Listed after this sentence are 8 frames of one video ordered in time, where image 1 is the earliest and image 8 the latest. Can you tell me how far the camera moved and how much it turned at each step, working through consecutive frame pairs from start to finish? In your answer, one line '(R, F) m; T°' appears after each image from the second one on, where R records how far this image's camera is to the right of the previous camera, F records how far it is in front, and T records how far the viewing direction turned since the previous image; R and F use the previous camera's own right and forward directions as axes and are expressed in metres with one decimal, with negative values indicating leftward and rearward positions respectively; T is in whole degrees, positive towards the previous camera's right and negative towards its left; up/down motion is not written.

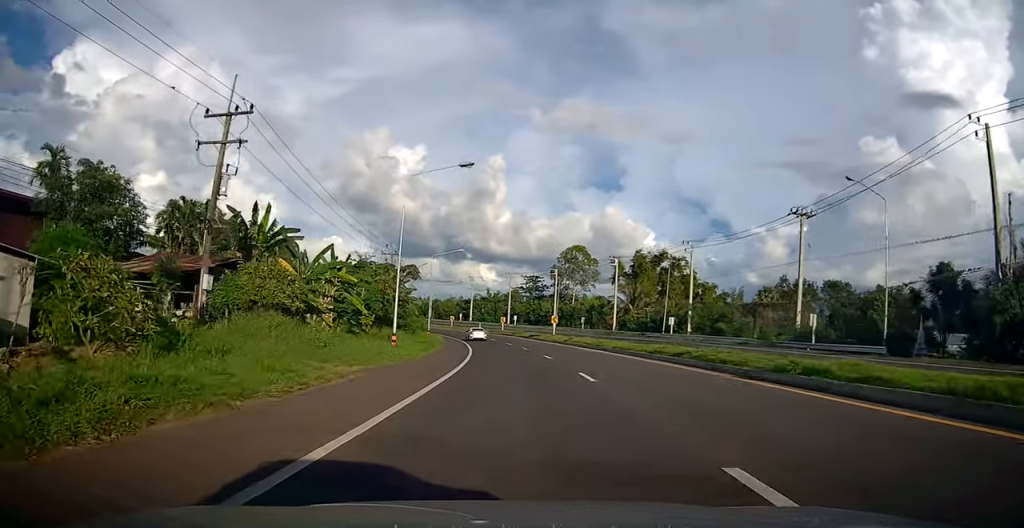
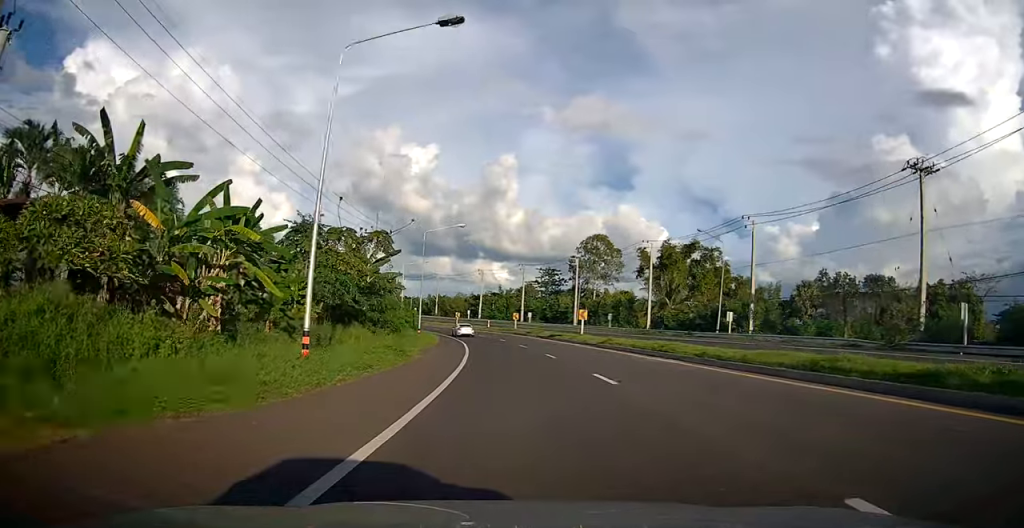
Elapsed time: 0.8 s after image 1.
(-0.2, +13.3) m; -1°
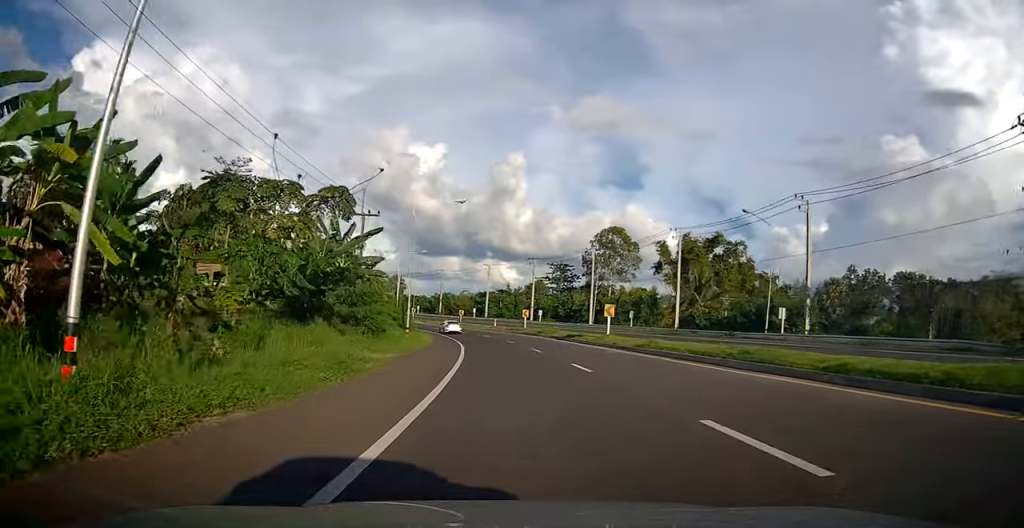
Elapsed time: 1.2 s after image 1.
(-0.1, +8.4) m; -1°
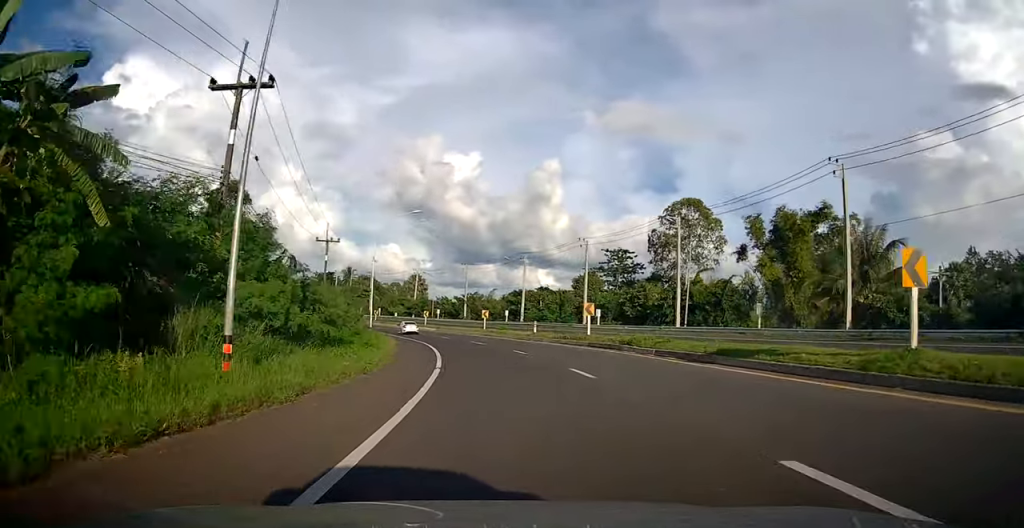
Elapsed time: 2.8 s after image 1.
(-0.8, +26.5) m; -5°
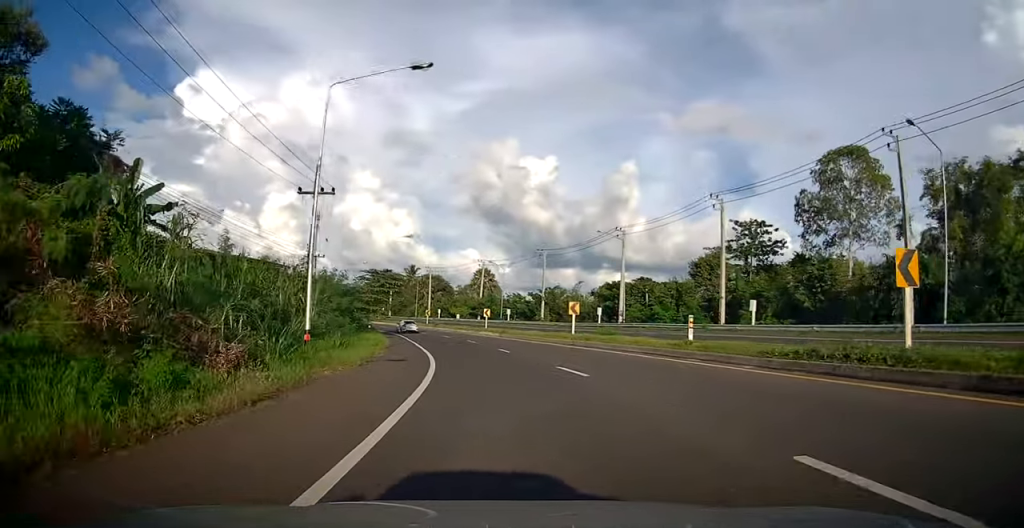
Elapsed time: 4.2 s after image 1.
(-1.4, +23.7) m; -8°
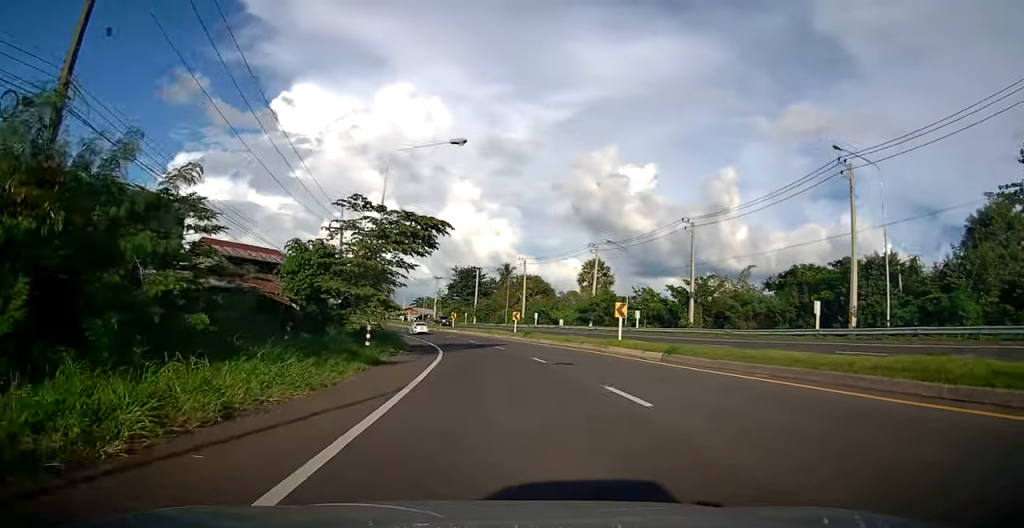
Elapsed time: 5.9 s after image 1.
(-3.0, +28.4) m; -11°
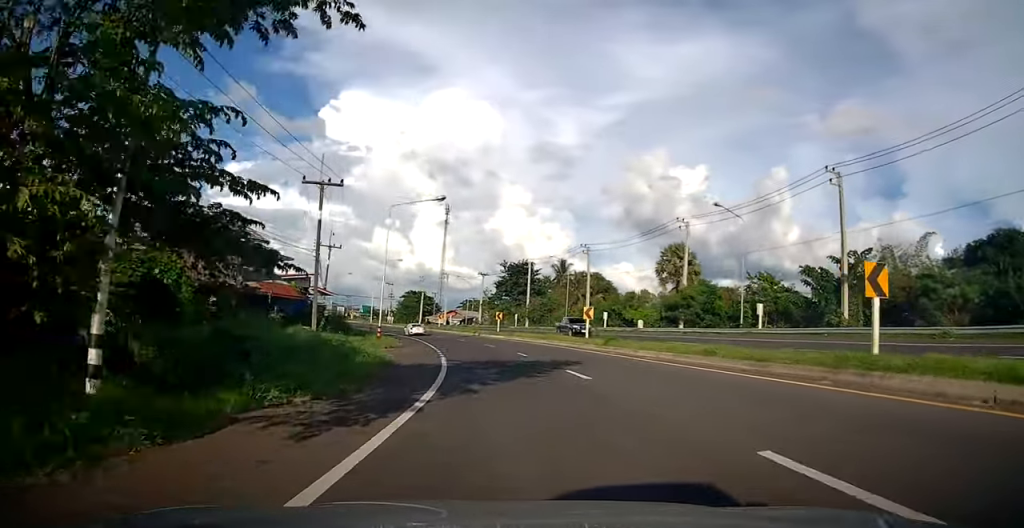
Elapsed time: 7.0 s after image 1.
(-0.7, +18.3) m; -4°
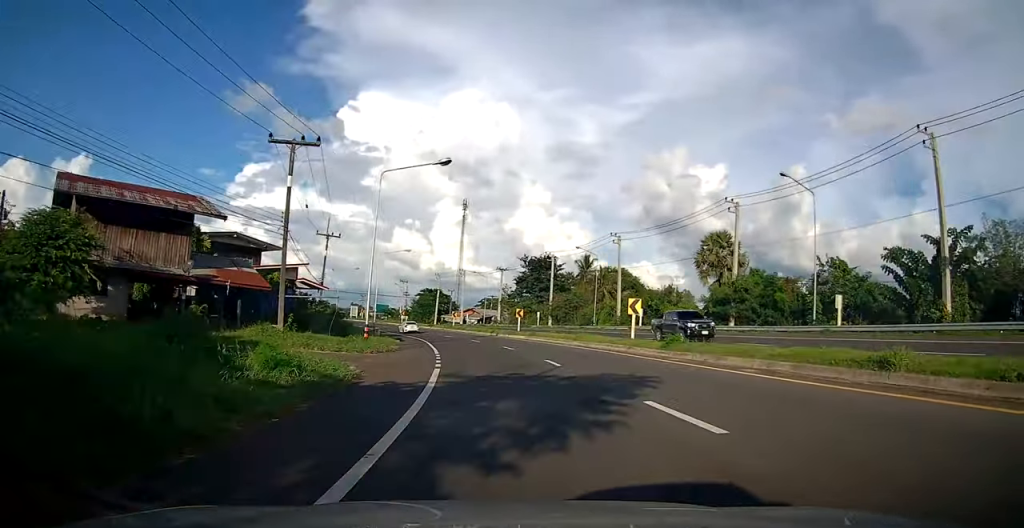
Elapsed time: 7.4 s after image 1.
(-0.2, +7.9) m; -2°
